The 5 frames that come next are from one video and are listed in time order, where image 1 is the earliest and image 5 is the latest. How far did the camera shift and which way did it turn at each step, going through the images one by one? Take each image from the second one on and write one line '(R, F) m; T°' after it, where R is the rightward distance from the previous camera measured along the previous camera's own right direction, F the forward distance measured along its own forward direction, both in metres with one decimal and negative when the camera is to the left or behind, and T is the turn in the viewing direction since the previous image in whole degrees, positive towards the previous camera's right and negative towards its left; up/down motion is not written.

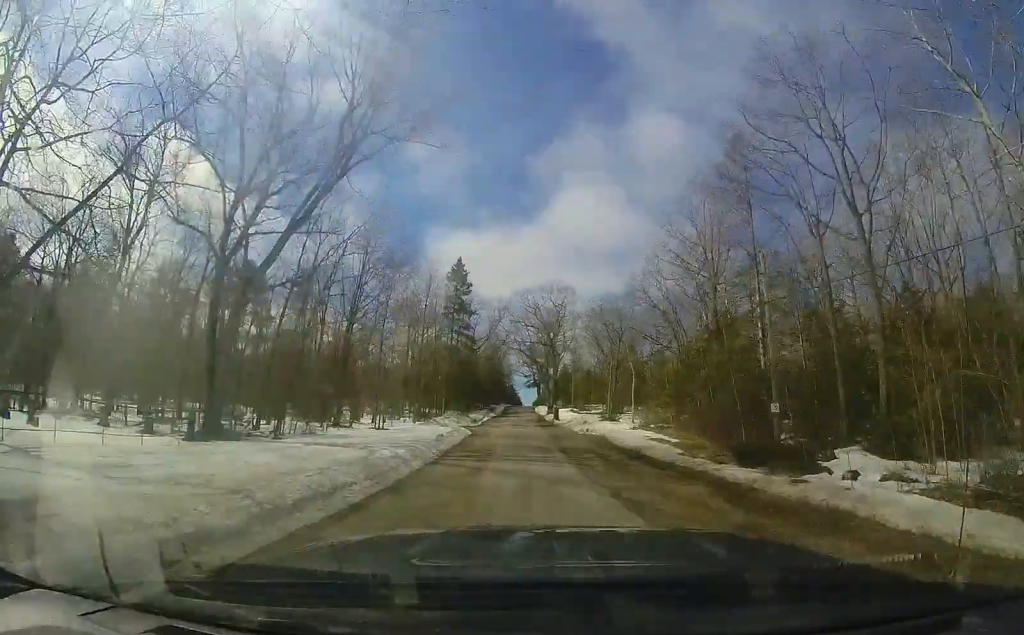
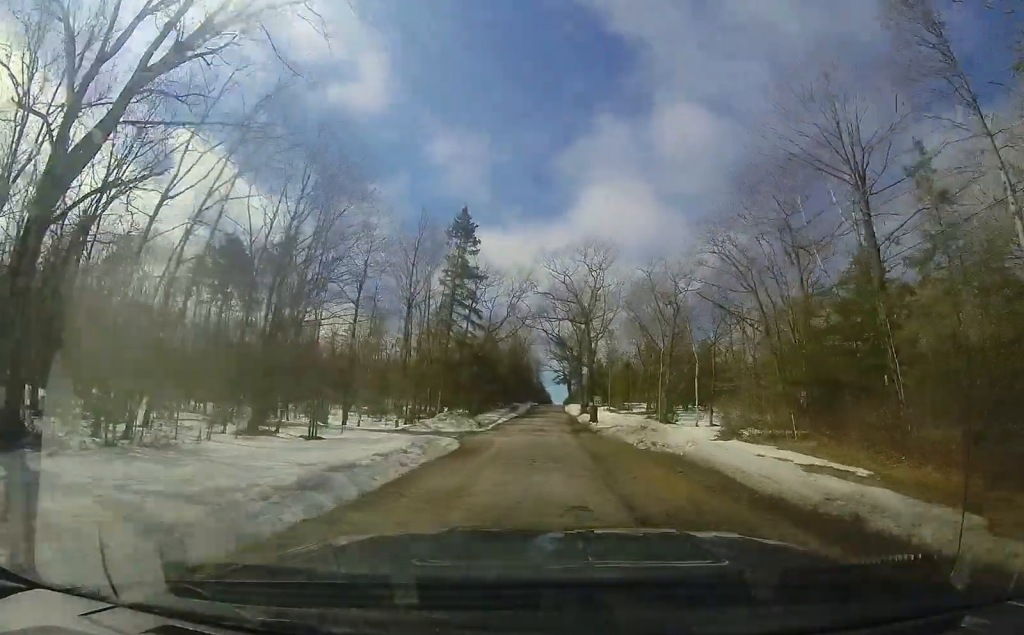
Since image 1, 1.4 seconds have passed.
(-0.6, +12.4) m; 0°
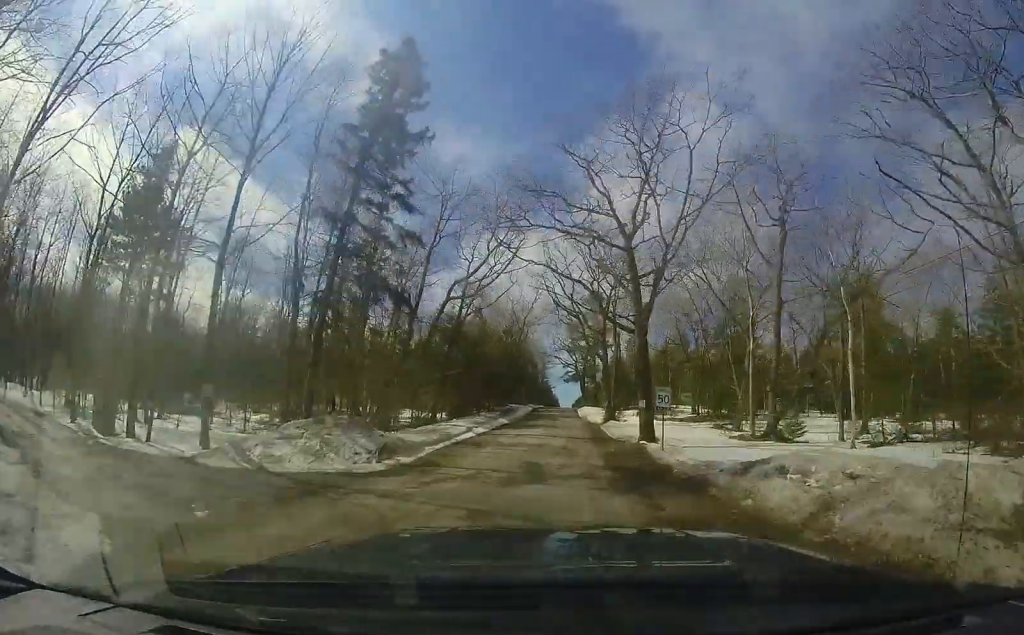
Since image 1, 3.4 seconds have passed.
(+0.6, +18.1) m; +3°
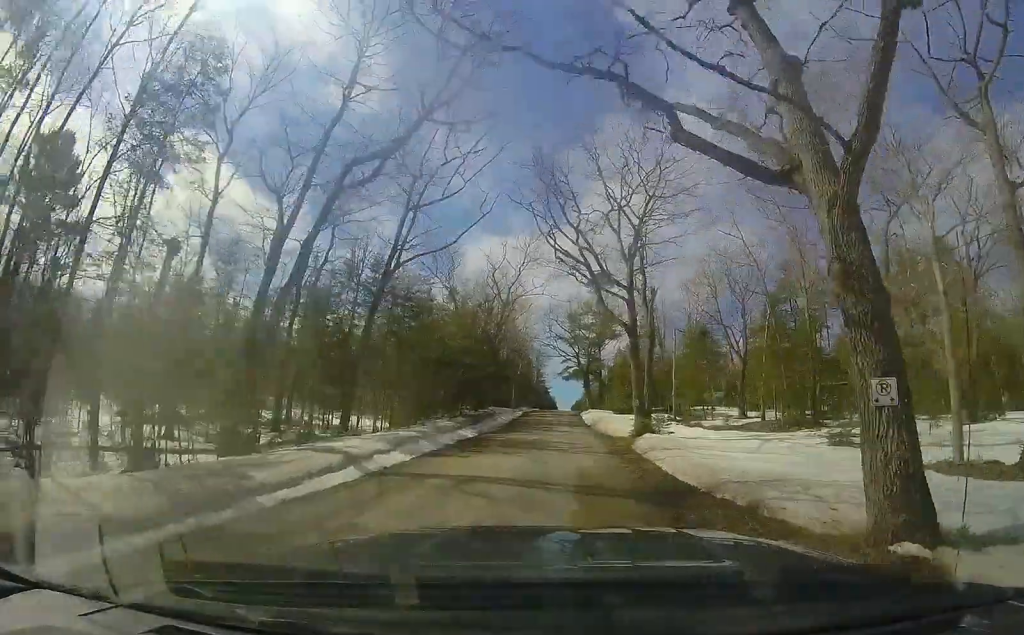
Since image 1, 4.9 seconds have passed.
(+0.2, +13.3) m; 0°
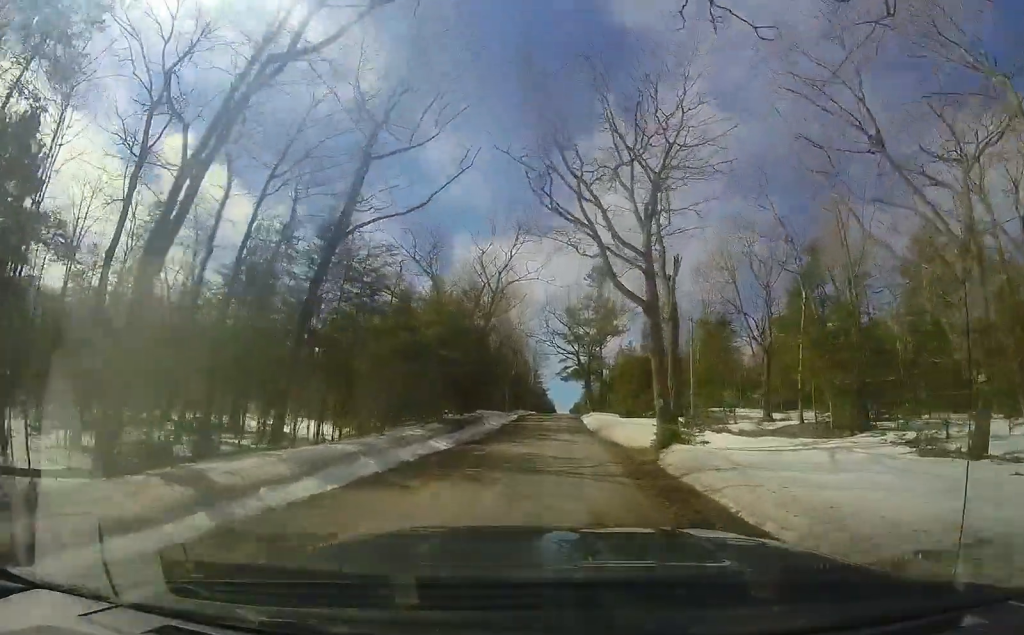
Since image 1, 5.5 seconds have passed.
(-0.1, +4.6) m; 0°
